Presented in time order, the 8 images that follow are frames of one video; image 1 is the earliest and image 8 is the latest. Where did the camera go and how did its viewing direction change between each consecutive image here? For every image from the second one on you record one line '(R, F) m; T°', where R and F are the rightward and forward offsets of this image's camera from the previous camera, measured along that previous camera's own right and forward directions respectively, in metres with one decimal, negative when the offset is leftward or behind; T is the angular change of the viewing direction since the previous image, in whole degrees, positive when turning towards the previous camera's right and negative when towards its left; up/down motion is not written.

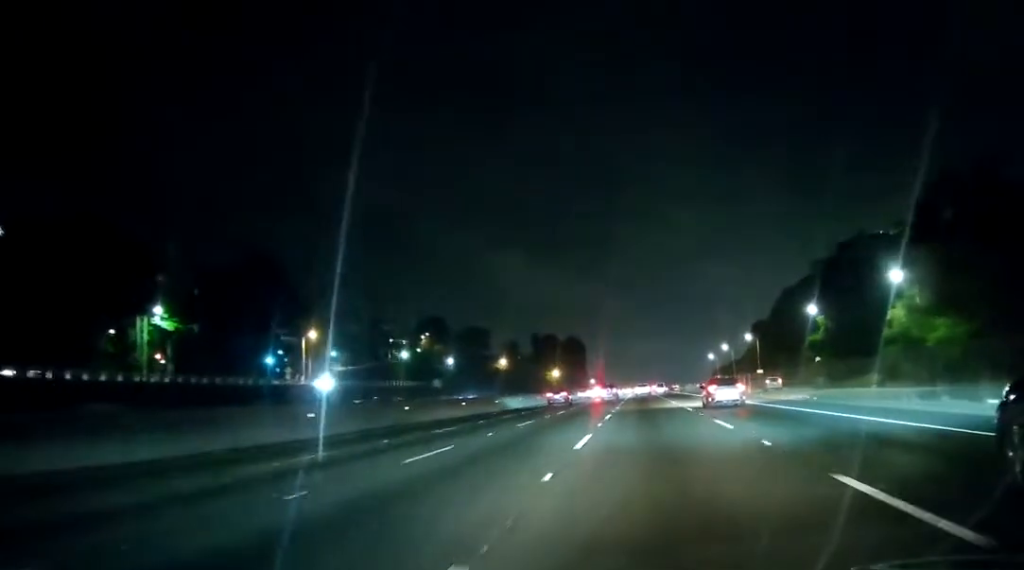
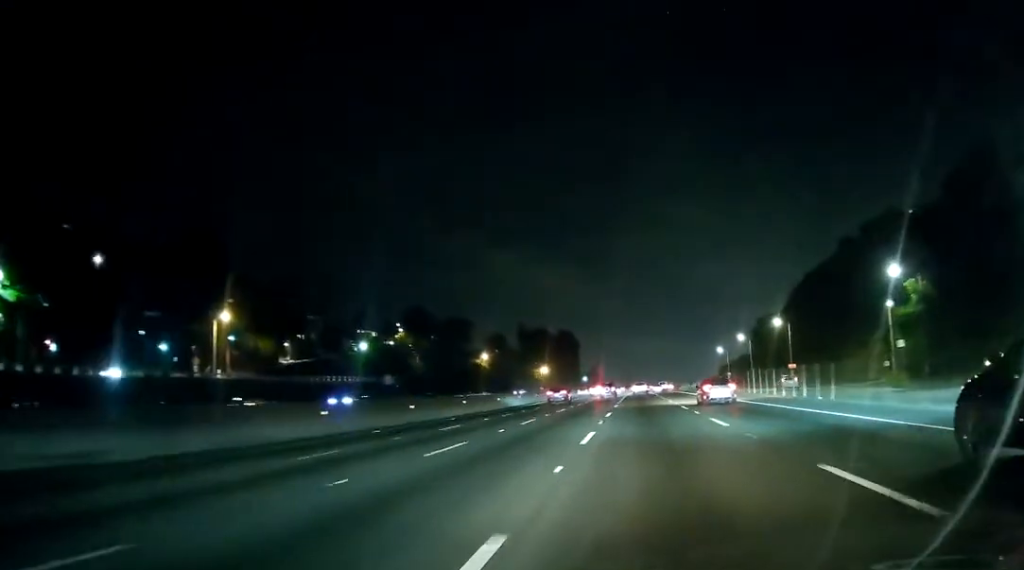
(-0.3, +28.9) m; 0°
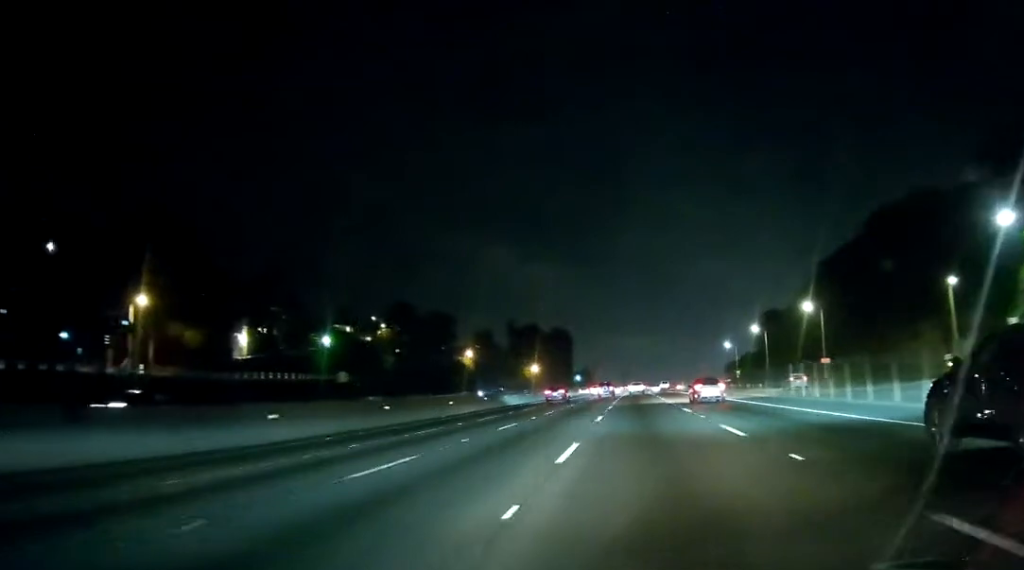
(+0.5, +18.4) m; 0°
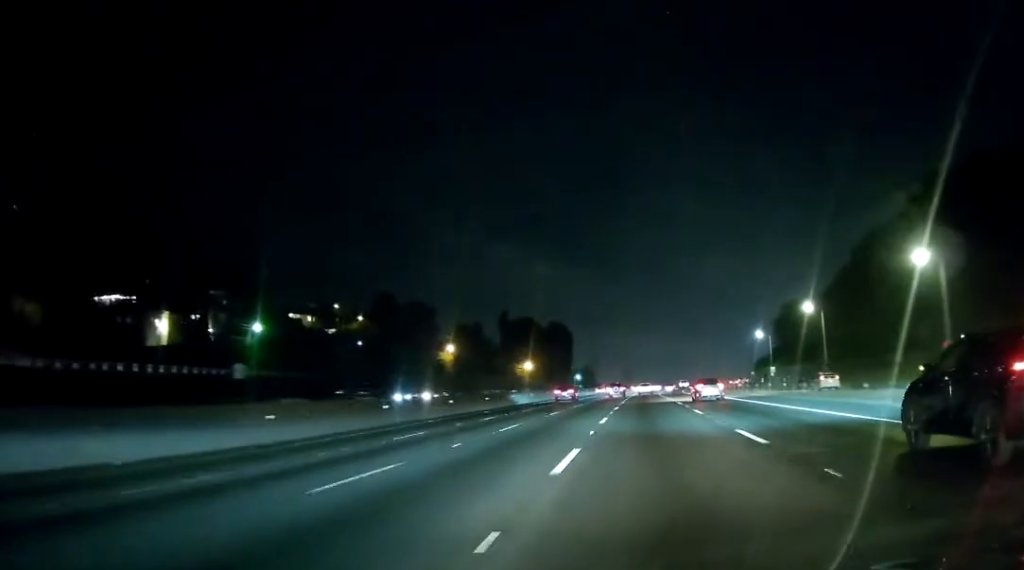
(-0.5, +31.1) m; -1°
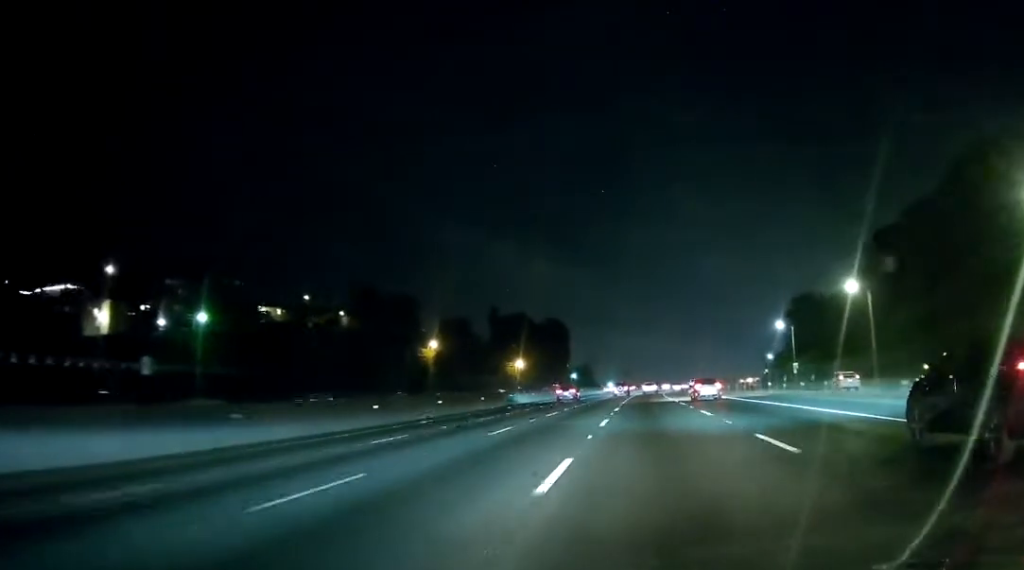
(-0.1, +16.5) m; 0°
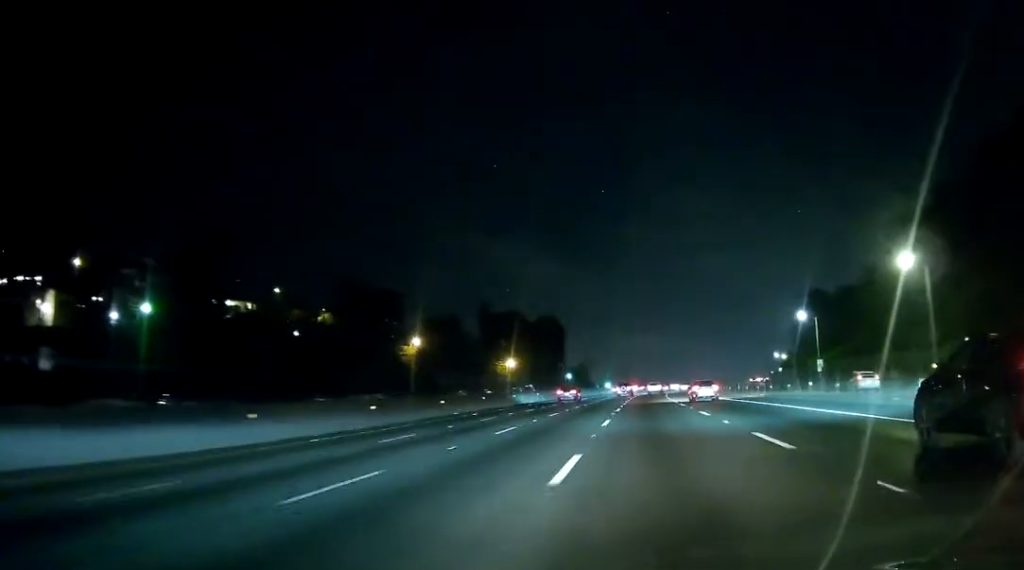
(+0.1, +14.3) m; 0°
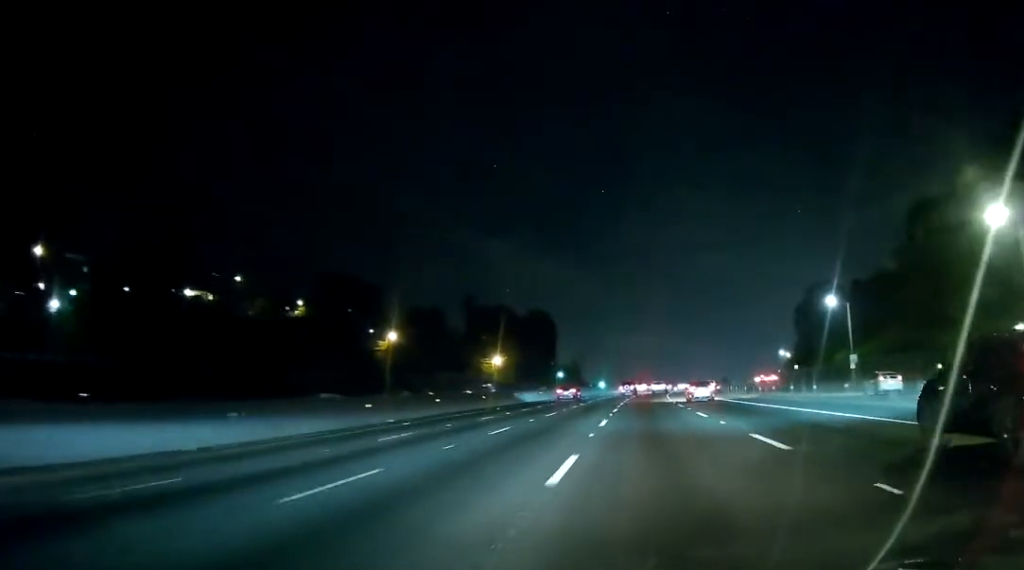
(+0.1, +14.4) m; 0°
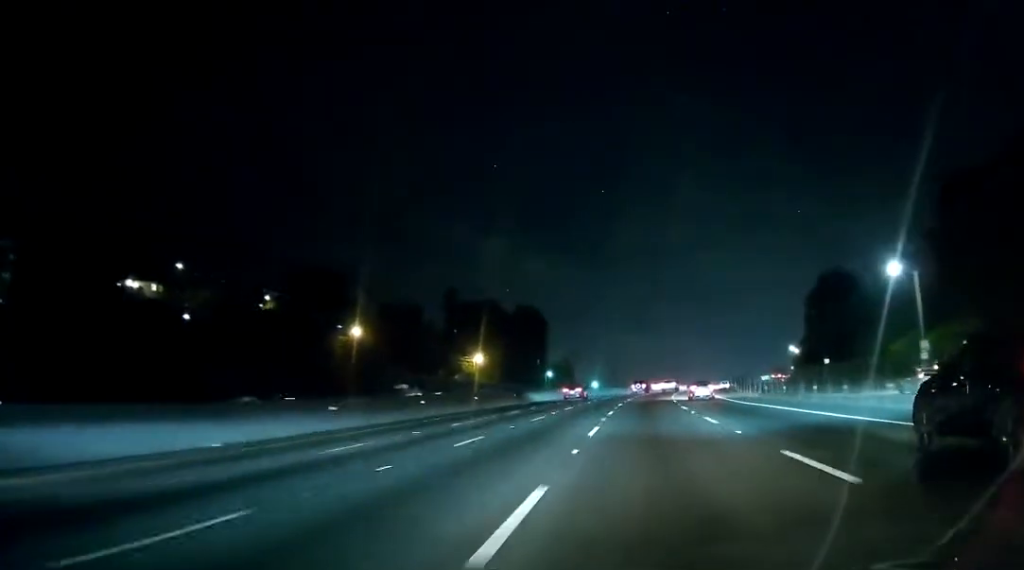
(-0.1, +19.5) m; 0°
